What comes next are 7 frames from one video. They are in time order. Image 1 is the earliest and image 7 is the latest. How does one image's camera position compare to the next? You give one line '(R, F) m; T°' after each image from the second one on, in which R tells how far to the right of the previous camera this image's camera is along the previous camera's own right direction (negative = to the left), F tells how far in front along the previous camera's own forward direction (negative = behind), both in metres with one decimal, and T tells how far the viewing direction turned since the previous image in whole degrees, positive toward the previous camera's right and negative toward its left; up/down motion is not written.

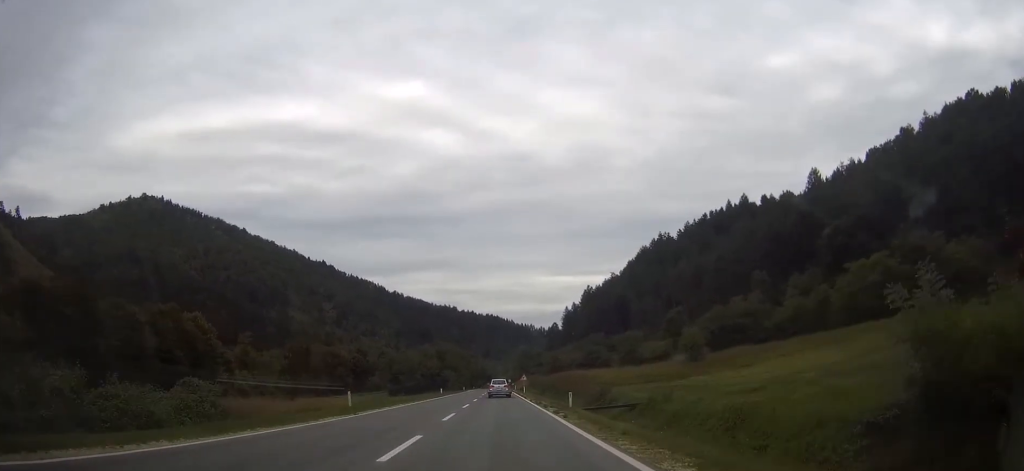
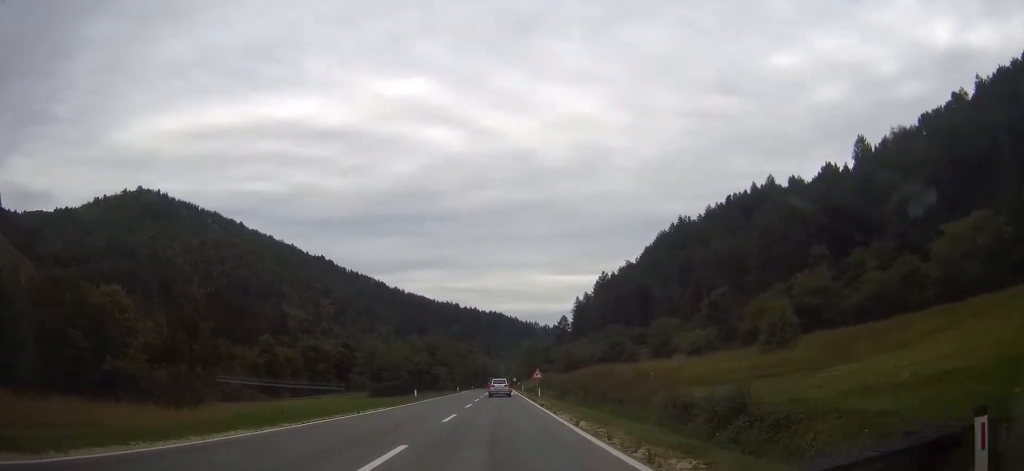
(+0.1, +27.6) m; 0°
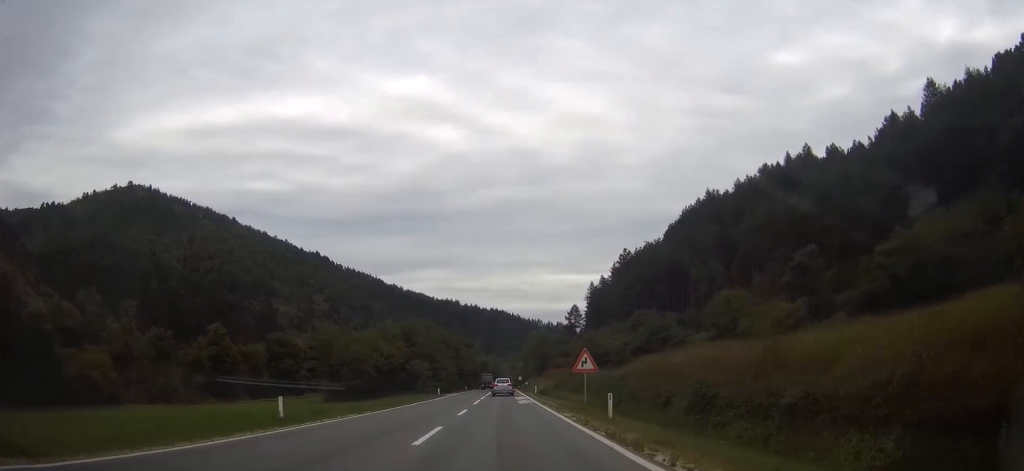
(-0.3, +35.2) m; 0°
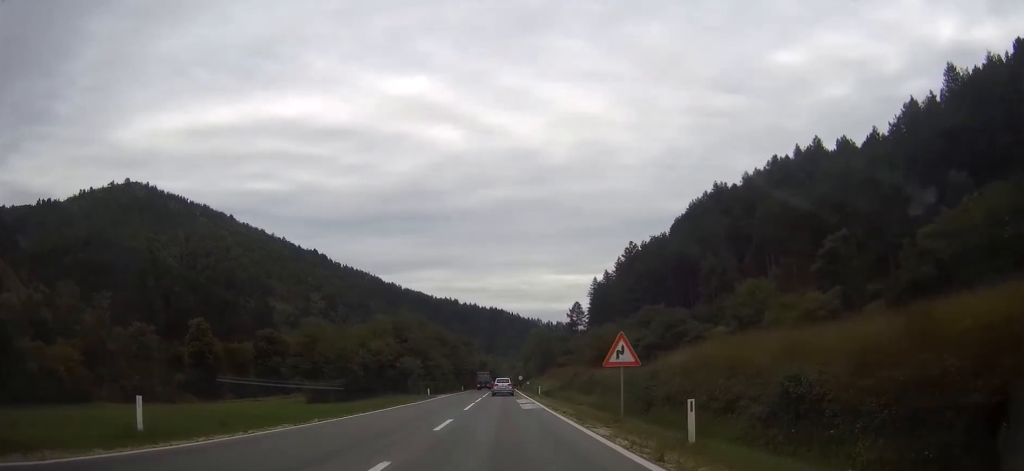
(0.0, +9.0) m; 0°
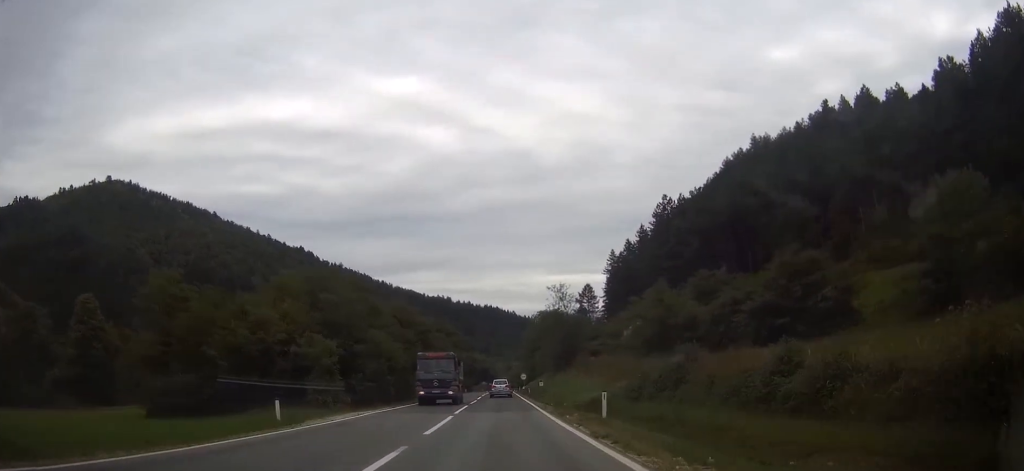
(+0.2, +41.7) m; 0°
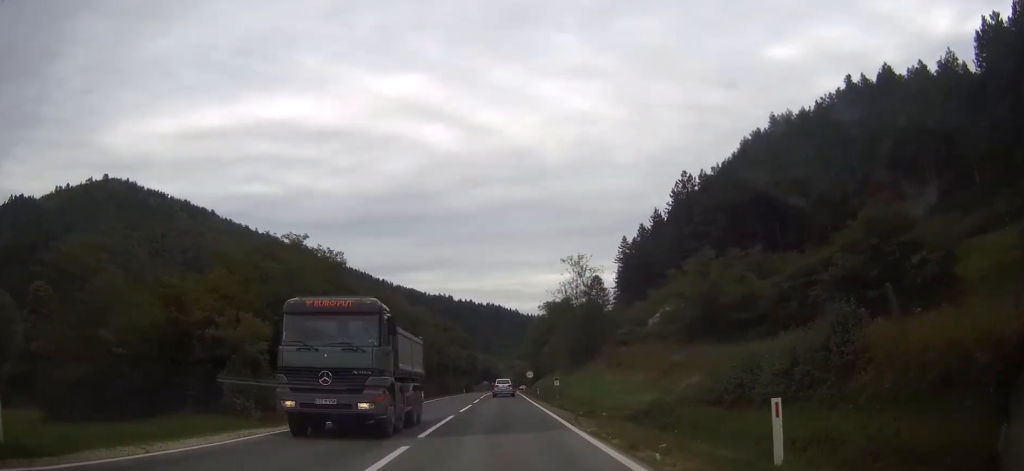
(0.0, +13.5) m; 0°
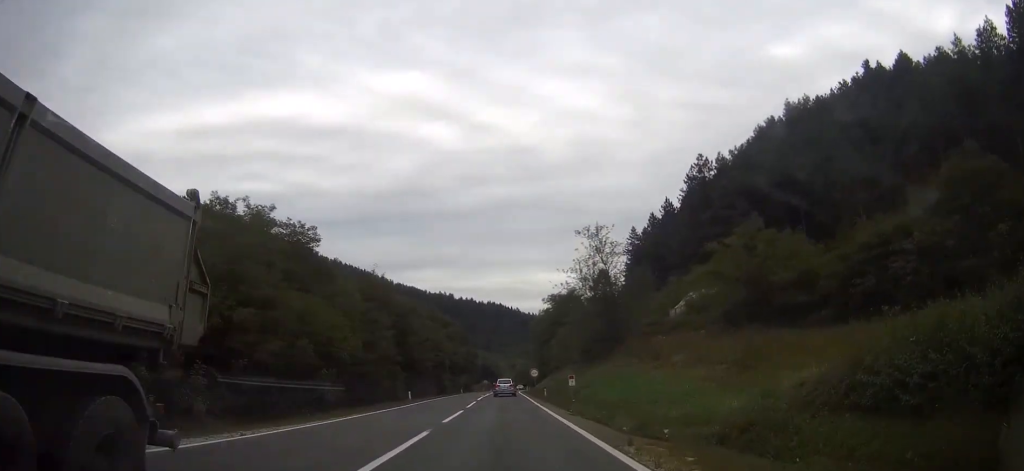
(+0.1, +8.9) m; 0°
